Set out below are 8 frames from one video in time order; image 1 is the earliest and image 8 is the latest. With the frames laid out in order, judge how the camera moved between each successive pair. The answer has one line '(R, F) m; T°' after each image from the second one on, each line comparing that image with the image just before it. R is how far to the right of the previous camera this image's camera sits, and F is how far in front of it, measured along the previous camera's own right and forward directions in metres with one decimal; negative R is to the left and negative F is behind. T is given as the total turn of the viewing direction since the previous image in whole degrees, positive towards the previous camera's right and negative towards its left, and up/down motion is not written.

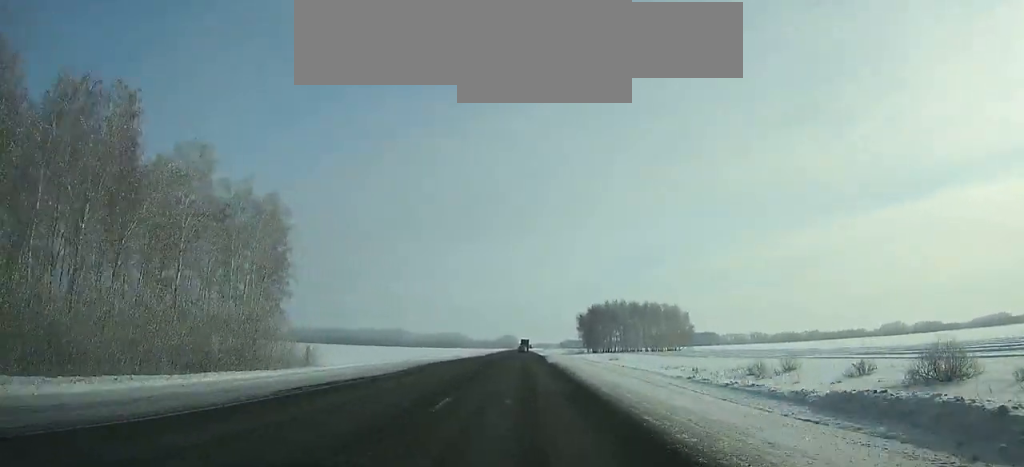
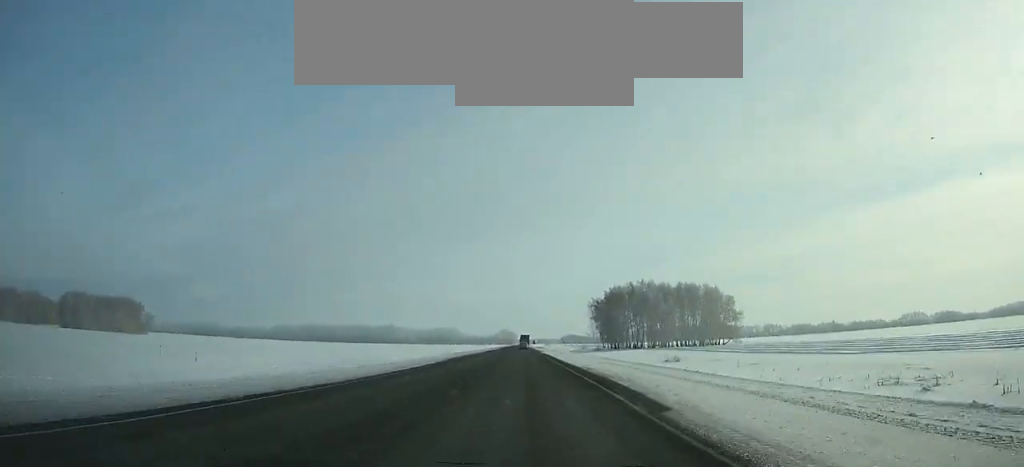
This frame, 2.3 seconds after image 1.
(0.0, +57.6) m; 0°
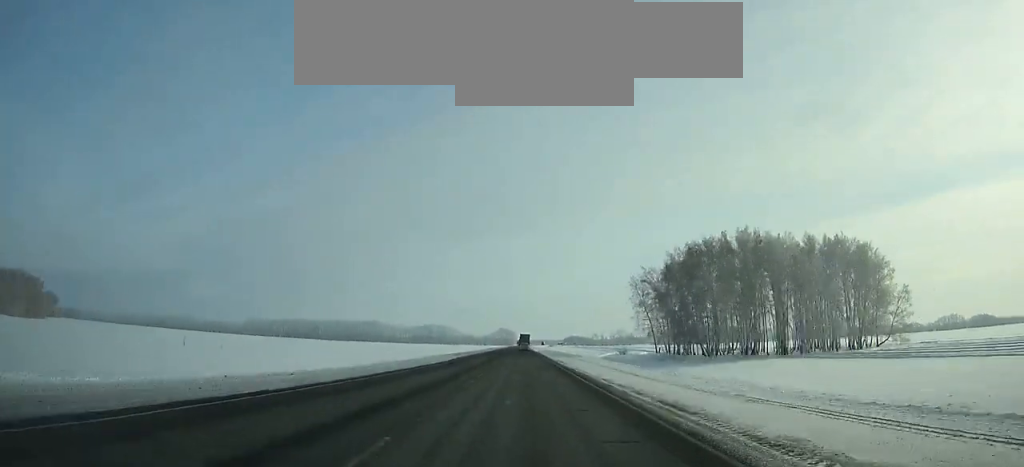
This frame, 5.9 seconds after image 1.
(+0.1, +89.5) m; 0°
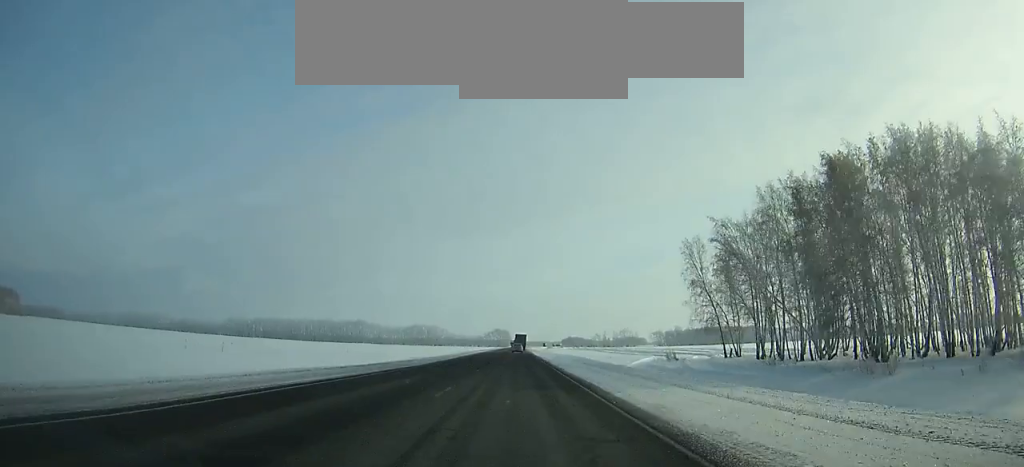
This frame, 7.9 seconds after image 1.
(0.0, +49.2) m; 0°
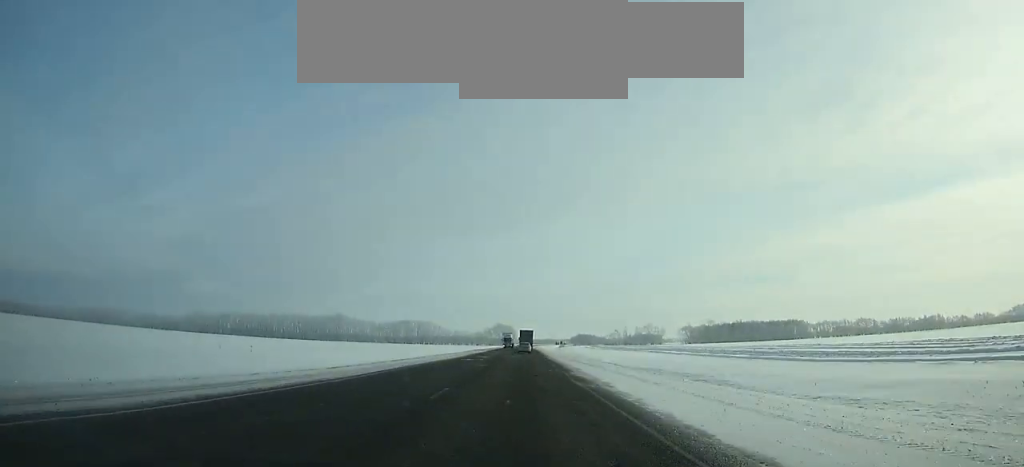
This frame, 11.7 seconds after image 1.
(+0.2, +91.9) m; 0°
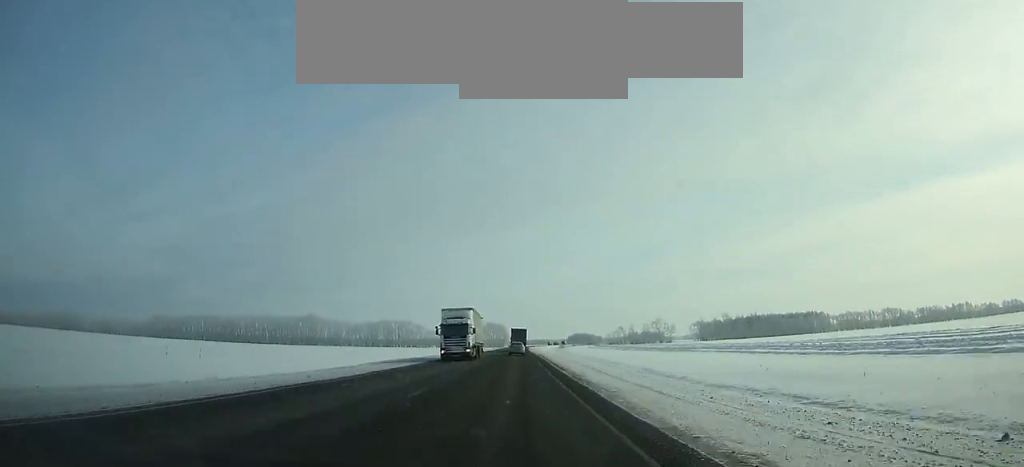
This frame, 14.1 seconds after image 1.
(0.0, +55.6) m; 0°
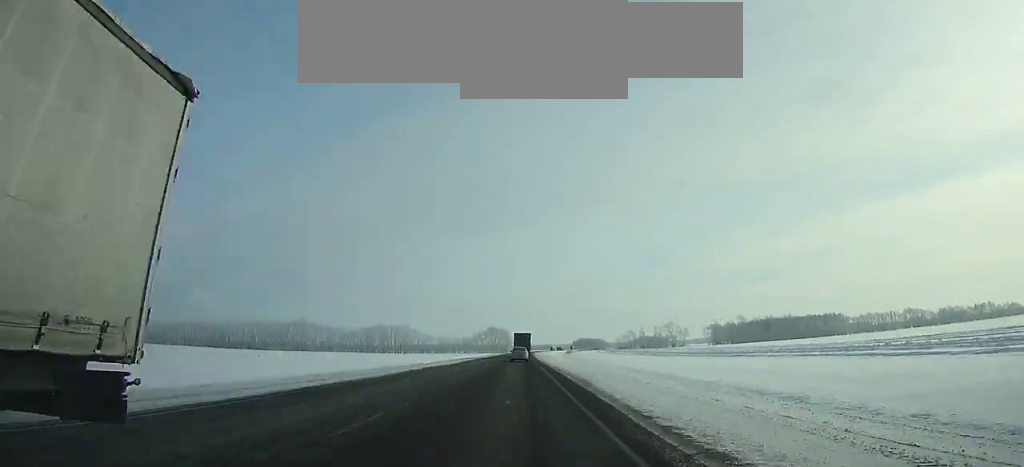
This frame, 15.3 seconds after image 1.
(0.0, +27.1) m; 0°
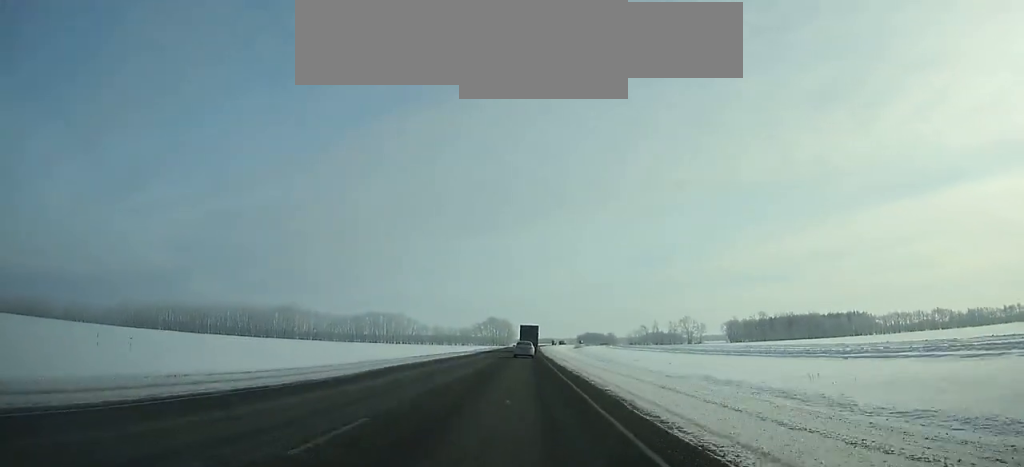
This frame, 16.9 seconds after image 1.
(-0.1, +35.0) m; 0°
